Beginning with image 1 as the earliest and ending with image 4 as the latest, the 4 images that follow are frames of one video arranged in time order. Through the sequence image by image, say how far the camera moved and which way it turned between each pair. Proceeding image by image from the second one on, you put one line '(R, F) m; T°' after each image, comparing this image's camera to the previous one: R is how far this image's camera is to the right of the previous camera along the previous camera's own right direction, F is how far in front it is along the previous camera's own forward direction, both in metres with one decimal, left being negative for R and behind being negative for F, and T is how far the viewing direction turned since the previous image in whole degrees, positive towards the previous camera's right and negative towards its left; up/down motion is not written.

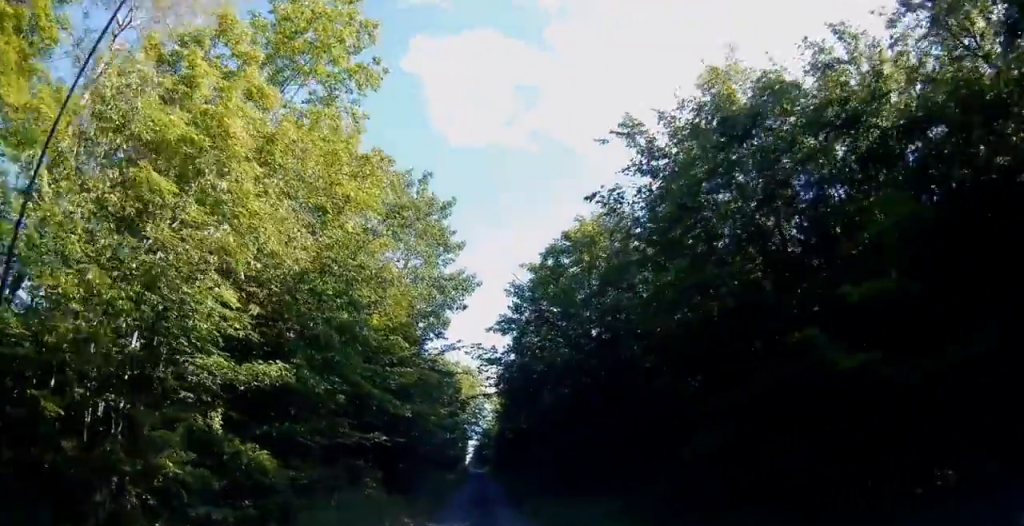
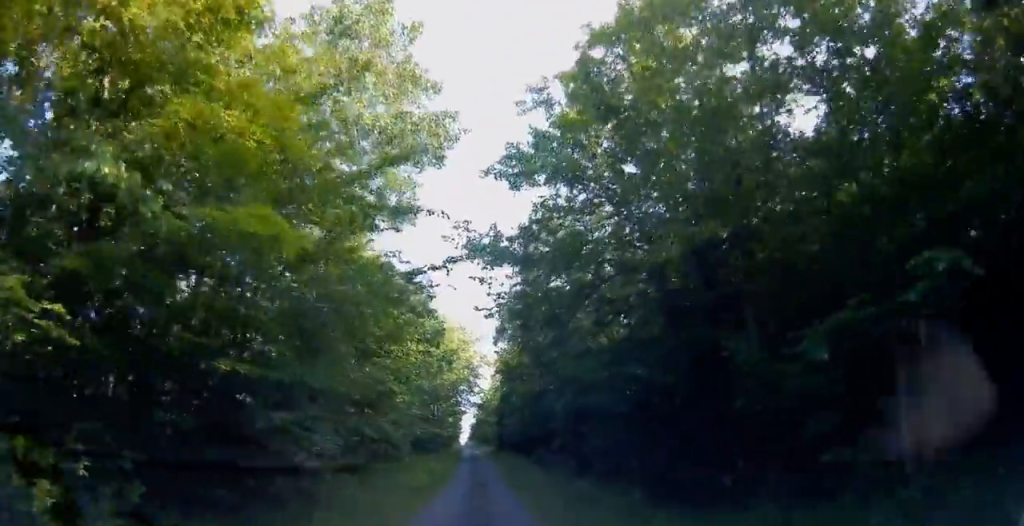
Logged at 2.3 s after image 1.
(-0.2, +14.5) m; +1°
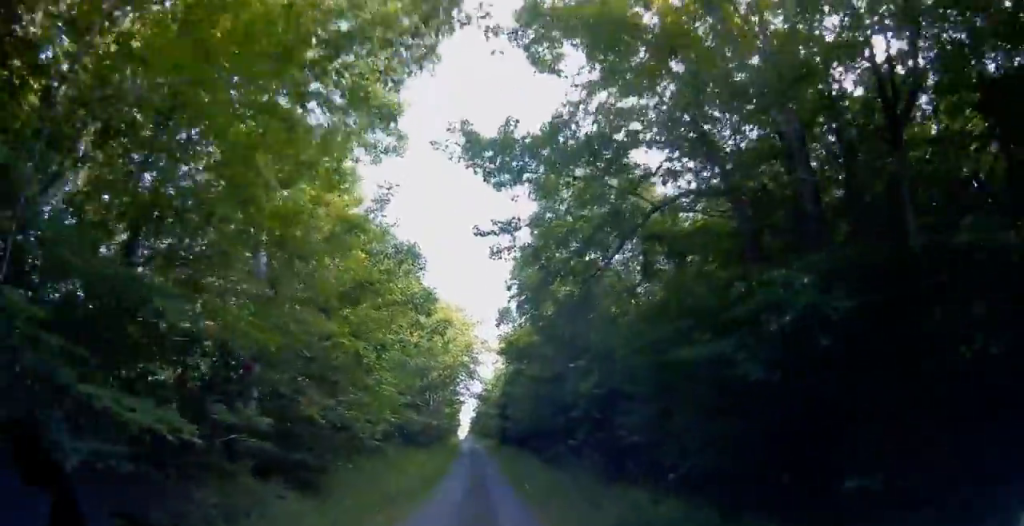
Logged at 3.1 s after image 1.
(+0.1, +5.5) m; +1°
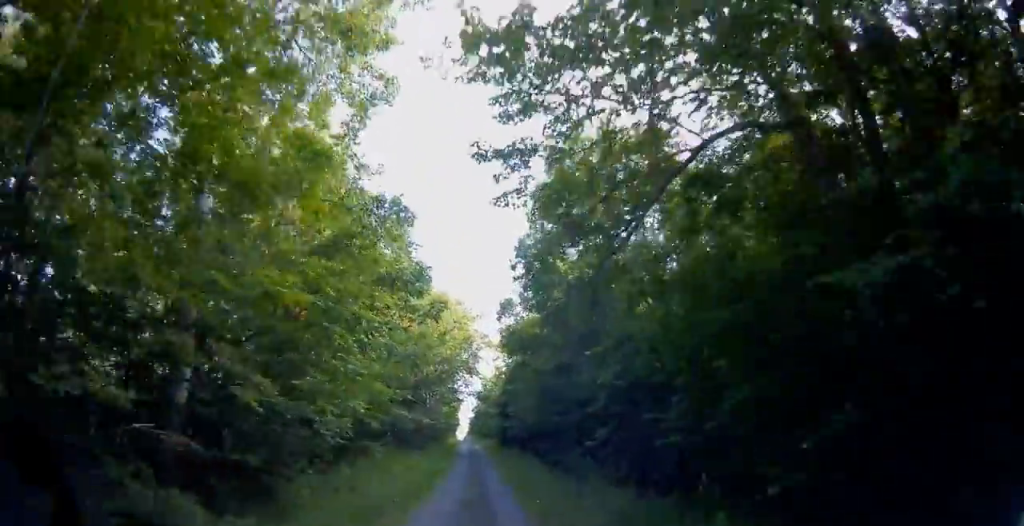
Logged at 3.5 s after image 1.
(0.0, +3.3) m; 0°
